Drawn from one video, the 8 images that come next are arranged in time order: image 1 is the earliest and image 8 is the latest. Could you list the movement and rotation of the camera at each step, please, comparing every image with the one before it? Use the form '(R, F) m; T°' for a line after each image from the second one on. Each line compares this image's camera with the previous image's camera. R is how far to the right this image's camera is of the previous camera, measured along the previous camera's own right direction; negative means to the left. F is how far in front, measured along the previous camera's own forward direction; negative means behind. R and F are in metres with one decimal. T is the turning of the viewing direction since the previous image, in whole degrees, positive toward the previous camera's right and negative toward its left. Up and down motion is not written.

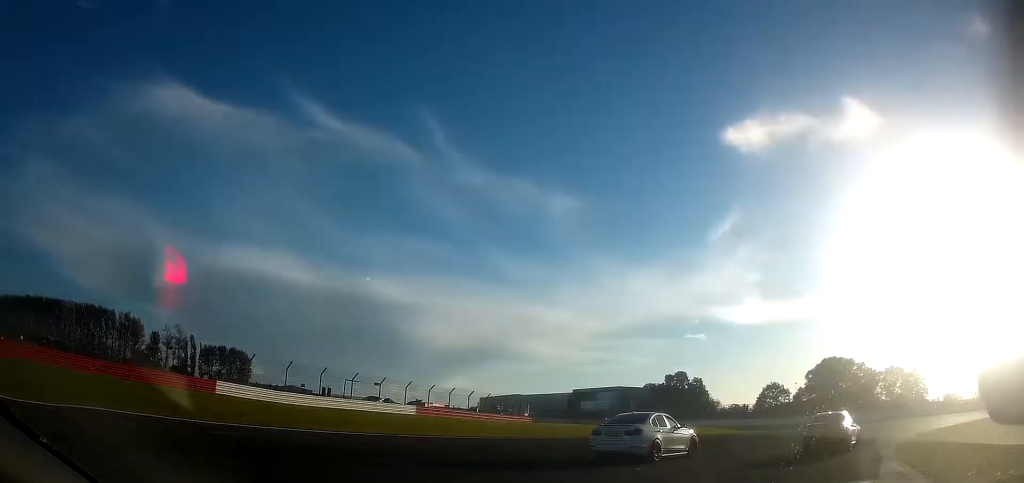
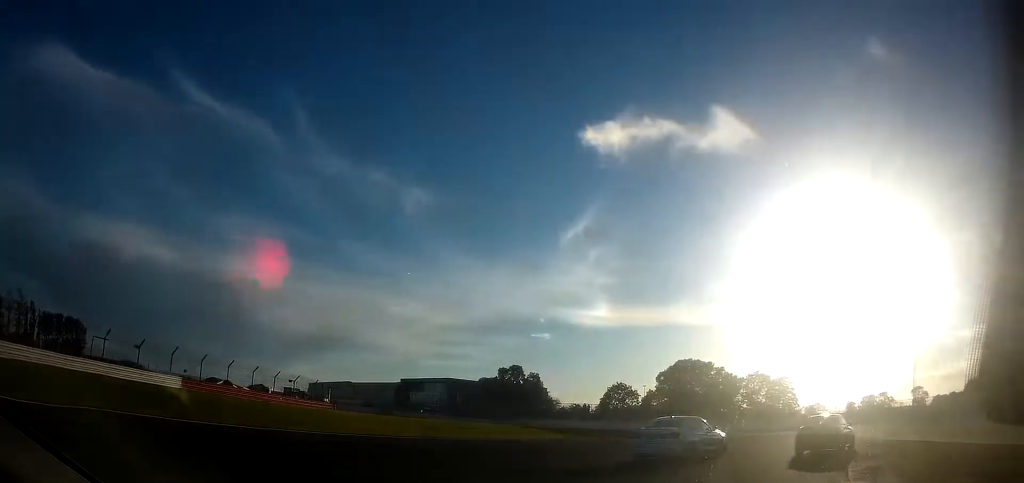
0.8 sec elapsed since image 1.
(+1.3, +13.7) m; +15°
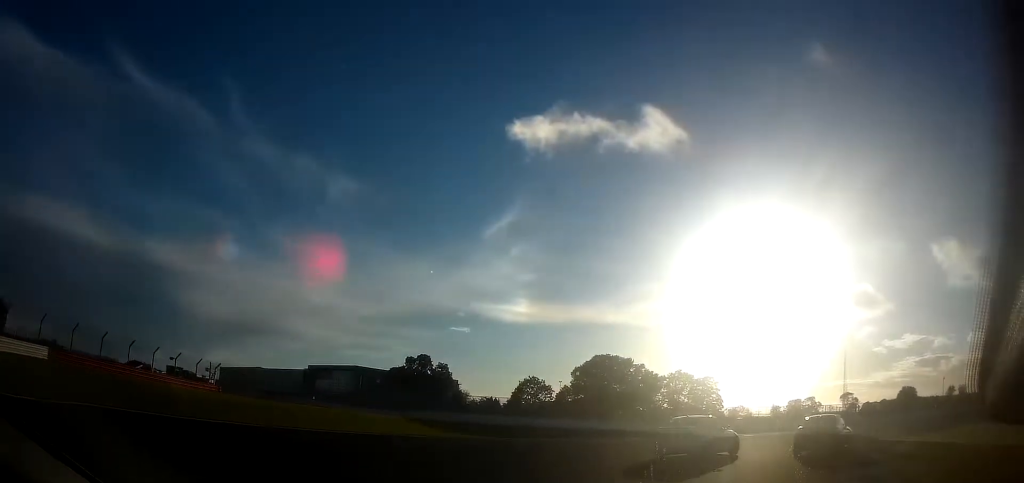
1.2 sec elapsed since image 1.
(+1.2, +7.4) m; +7°
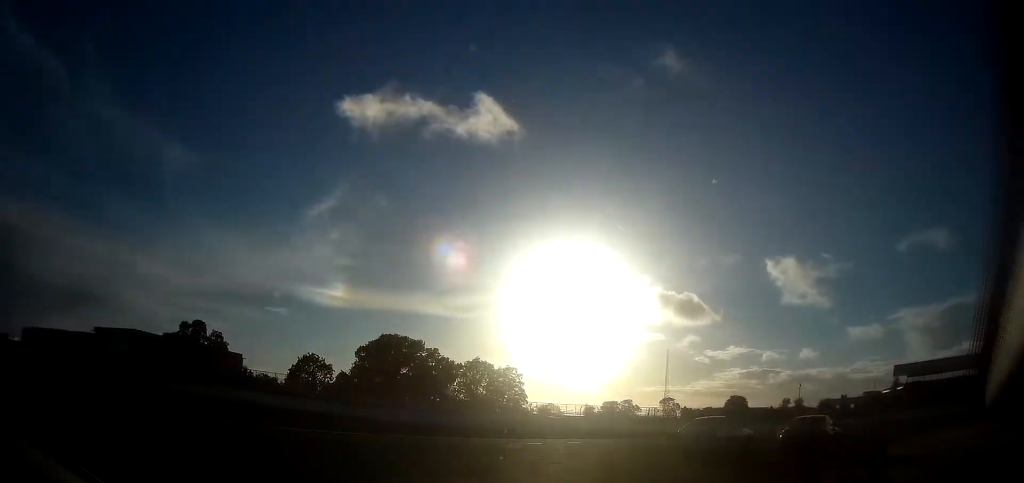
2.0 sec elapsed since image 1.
(+2.1, +16.4) m; +17°
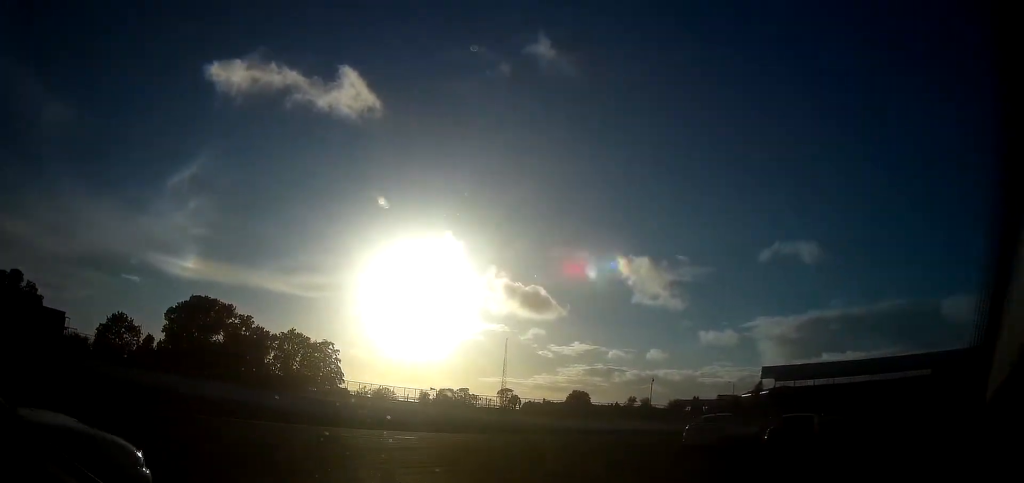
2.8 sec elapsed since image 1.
(+0.2, +14.0) m; +17°
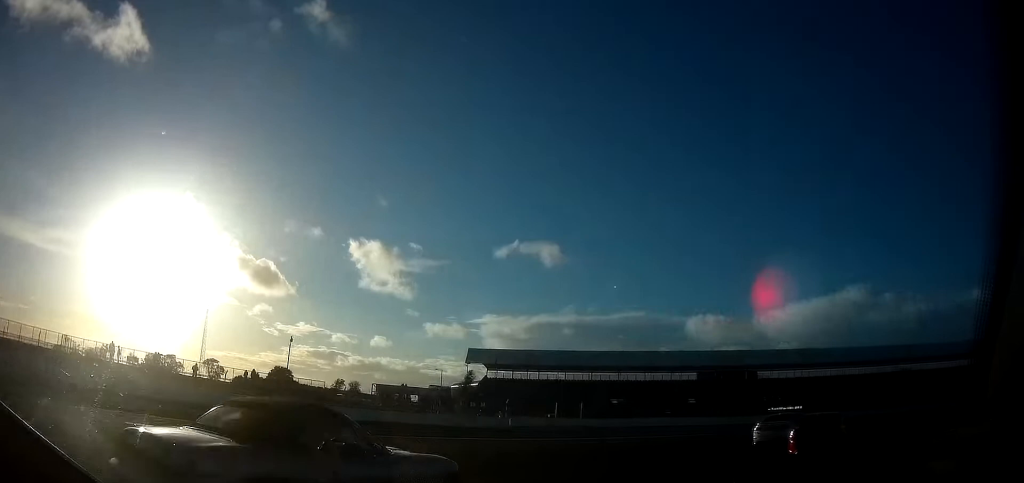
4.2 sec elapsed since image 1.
(+11.2, +20.4) m; +47°
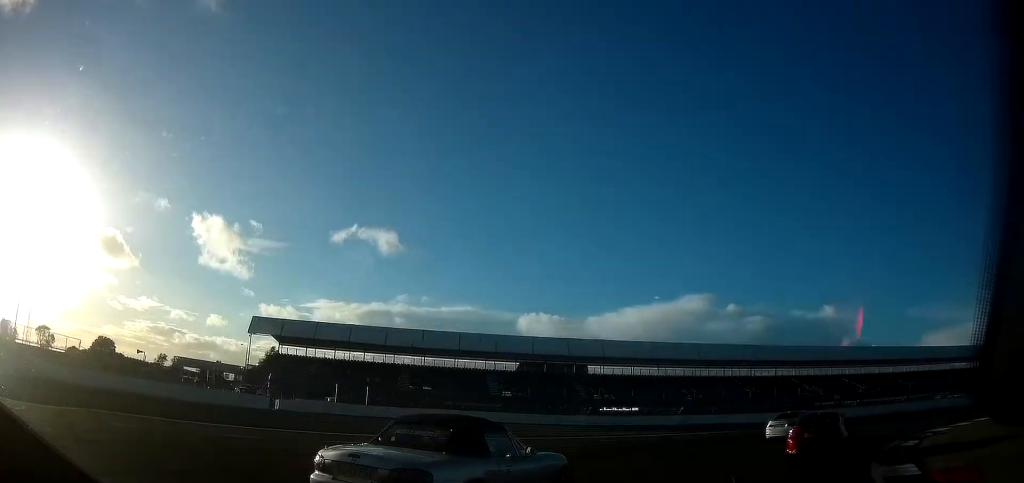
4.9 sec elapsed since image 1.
(+2.2, +13.0) m; +18°
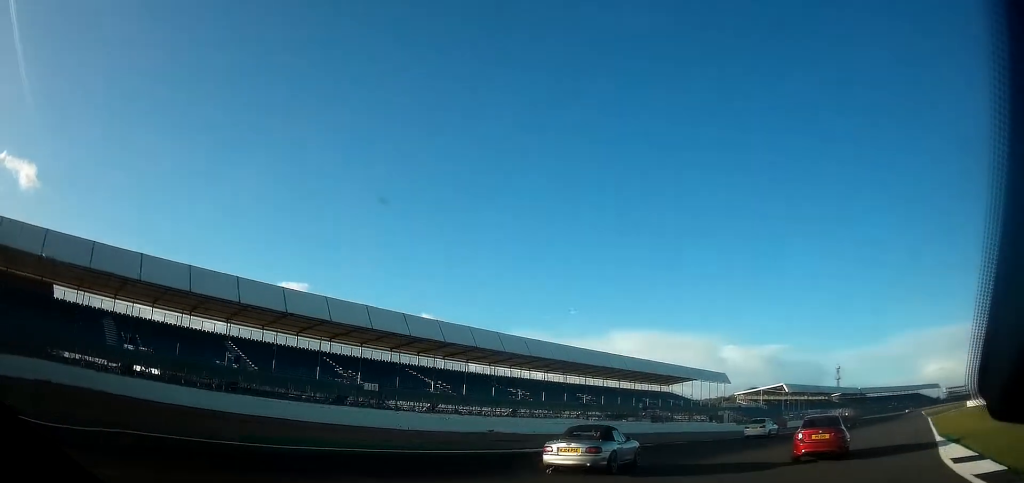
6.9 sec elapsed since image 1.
(+13.0, +42.3) m; +29°
